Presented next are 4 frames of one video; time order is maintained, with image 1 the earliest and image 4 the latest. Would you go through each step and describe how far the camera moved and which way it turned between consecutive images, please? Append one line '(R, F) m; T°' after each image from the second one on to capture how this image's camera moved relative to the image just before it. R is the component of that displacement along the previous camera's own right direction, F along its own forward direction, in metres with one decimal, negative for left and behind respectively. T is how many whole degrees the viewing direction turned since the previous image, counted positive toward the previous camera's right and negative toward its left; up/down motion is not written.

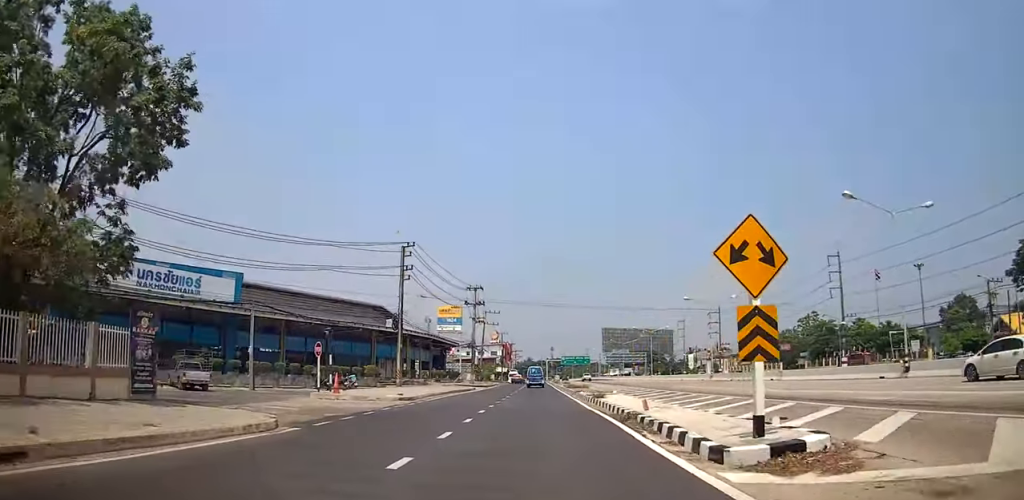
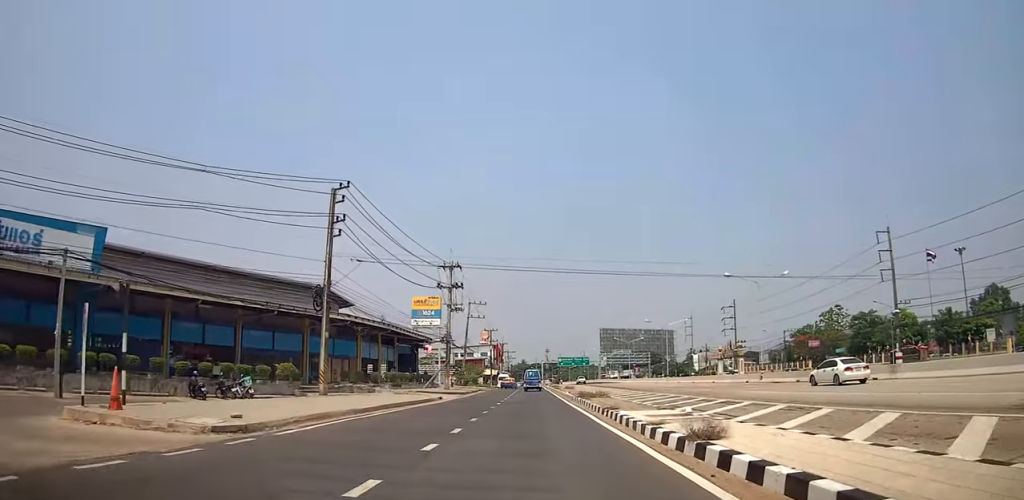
(-0.4, +16.1) m; -1°
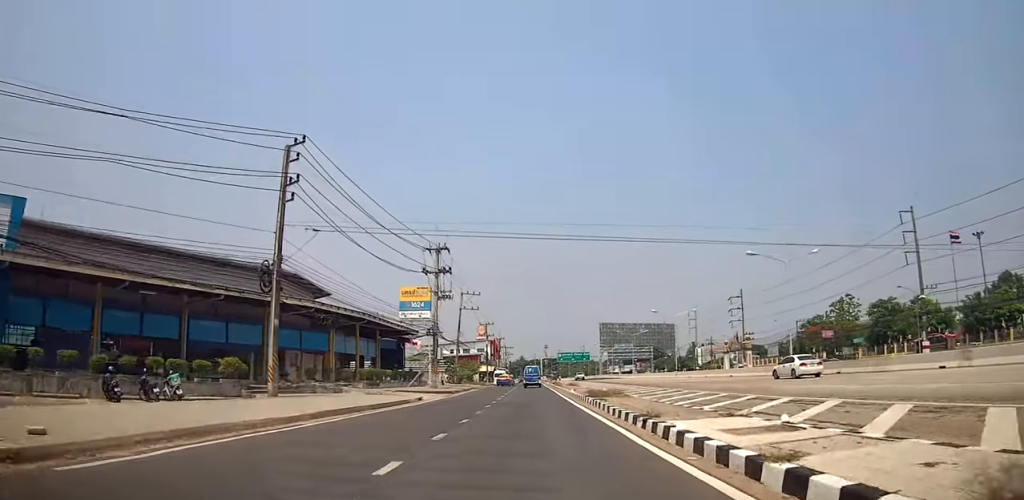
(0.0, +6.2) m; +1°
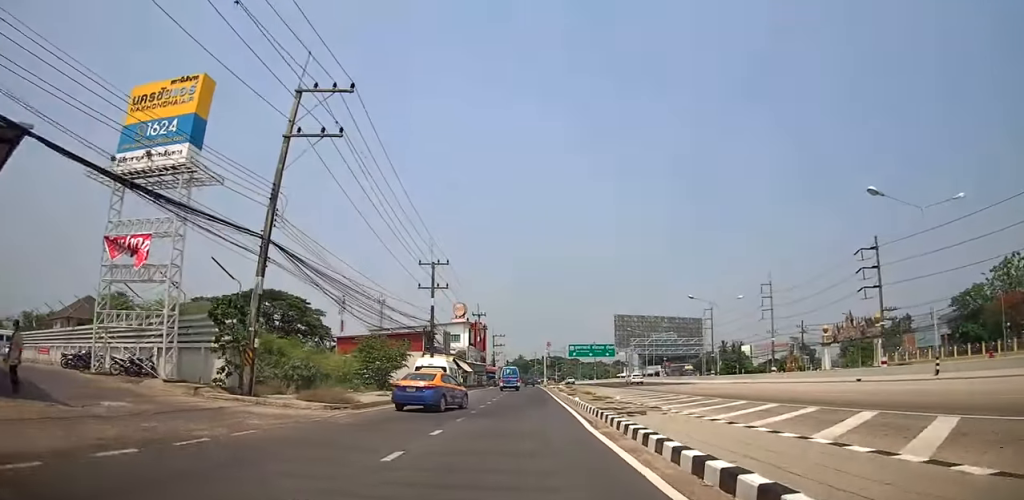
(+0.8, +53.4) m; +2°
